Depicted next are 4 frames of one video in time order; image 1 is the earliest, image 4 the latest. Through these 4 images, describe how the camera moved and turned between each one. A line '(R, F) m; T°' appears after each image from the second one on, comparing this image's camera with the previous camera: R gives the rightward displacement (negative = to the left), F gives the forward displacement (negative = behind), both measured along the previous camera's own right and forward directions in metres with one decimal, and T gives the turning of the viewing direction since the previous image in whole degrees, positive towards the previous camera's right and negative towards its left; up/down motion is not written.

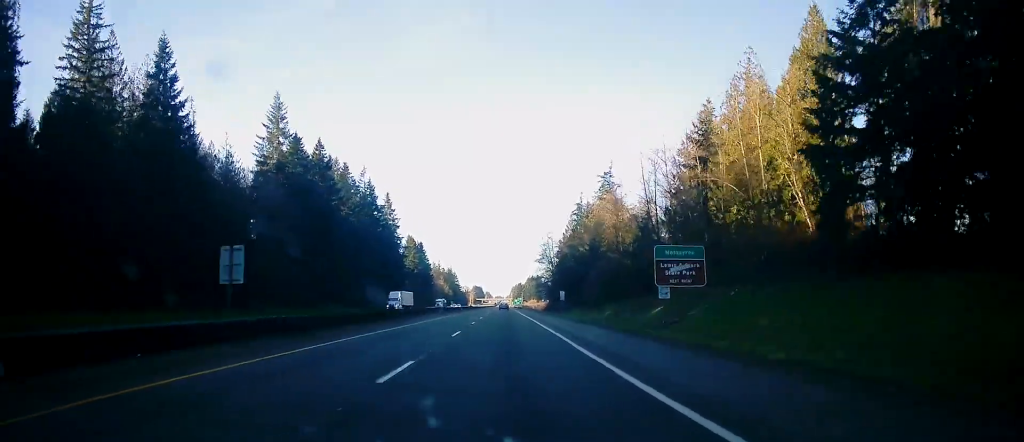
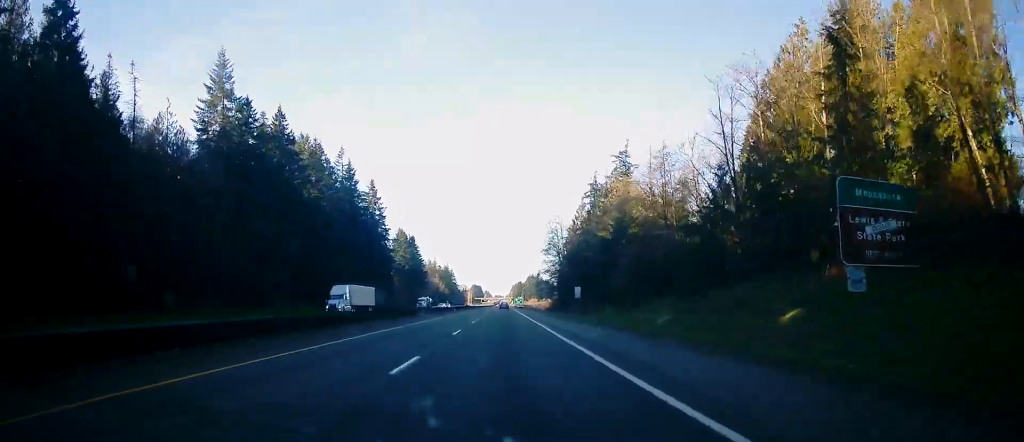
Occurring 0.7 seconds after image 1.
(0.0, +24.5) m; 0°
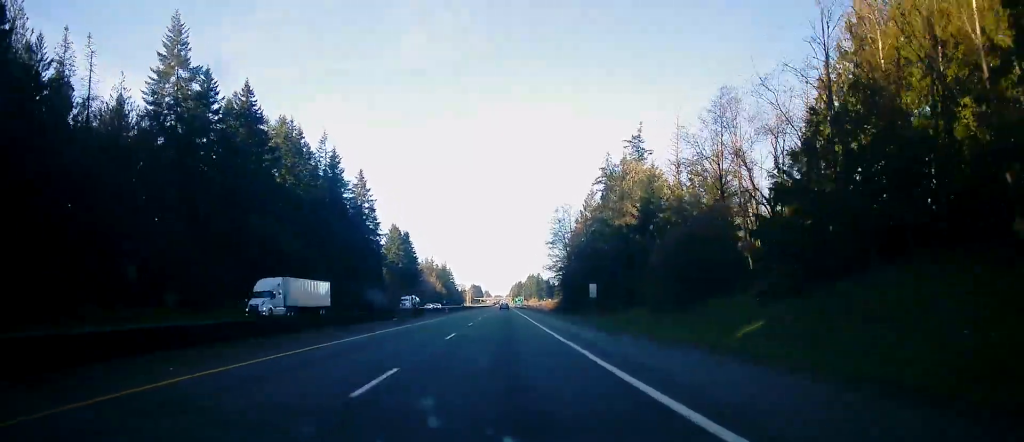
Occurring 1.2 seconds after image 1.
(0.0, +14.4) m; 0°
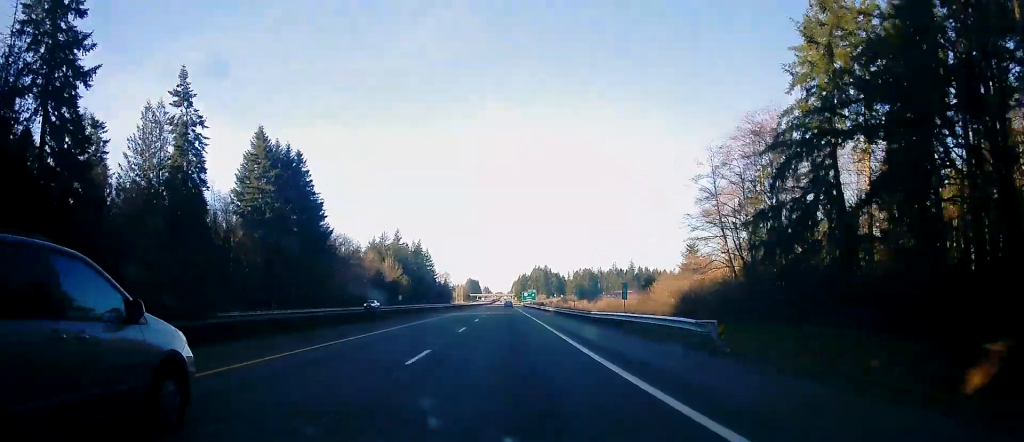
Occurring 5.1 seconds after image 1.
(0.0, +130.6) m; 0°
